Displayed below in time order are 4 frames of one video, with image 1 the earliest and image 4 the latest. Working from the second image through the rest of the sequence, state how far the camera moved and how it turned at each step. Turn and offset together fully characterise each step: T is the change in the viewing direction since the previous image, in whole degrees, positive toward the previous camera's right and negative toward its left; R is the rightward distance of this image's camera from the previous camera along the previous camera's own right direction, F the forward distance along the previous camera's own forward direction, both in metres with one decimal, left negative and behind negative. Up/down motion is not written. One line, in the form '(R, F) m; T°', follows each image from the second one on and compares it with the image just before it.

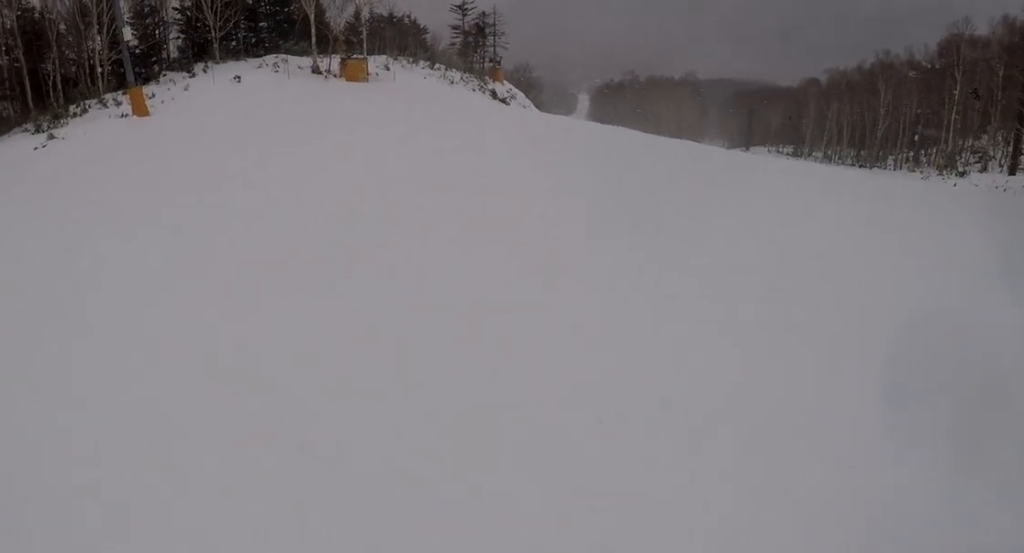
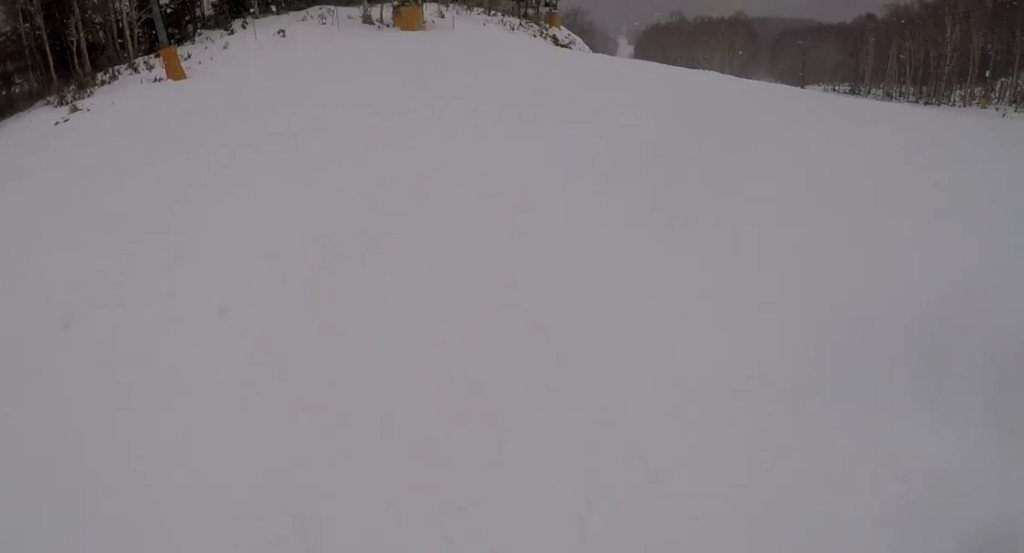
(0.0, +3.7) m; +1°
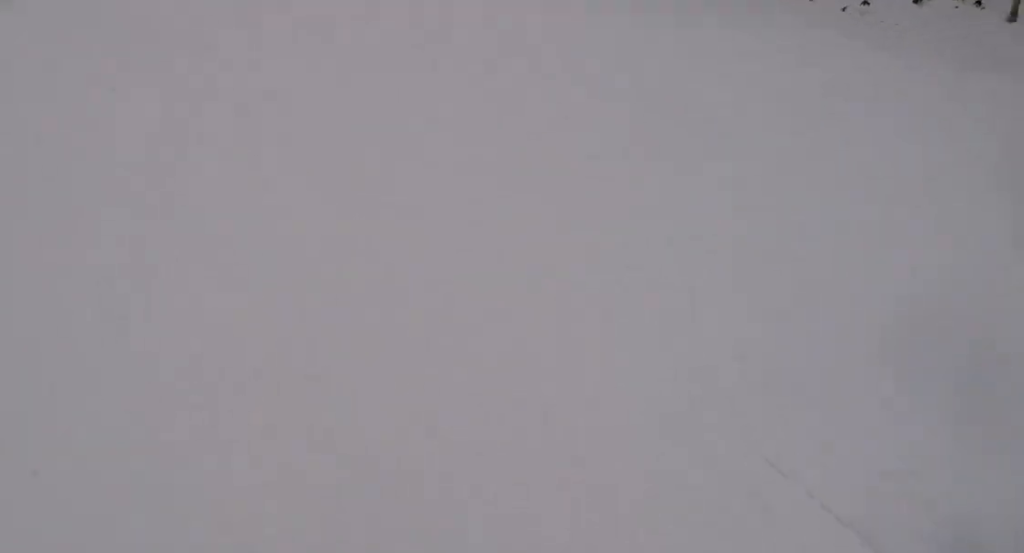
(+3.5, +9.3) m; +65°
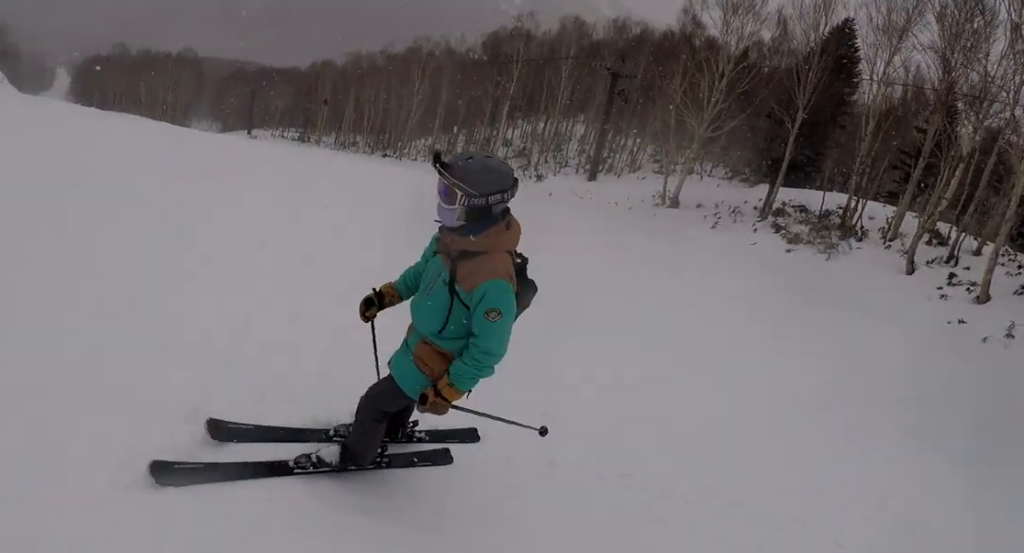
(+1.9, +5.3) m; +20°
